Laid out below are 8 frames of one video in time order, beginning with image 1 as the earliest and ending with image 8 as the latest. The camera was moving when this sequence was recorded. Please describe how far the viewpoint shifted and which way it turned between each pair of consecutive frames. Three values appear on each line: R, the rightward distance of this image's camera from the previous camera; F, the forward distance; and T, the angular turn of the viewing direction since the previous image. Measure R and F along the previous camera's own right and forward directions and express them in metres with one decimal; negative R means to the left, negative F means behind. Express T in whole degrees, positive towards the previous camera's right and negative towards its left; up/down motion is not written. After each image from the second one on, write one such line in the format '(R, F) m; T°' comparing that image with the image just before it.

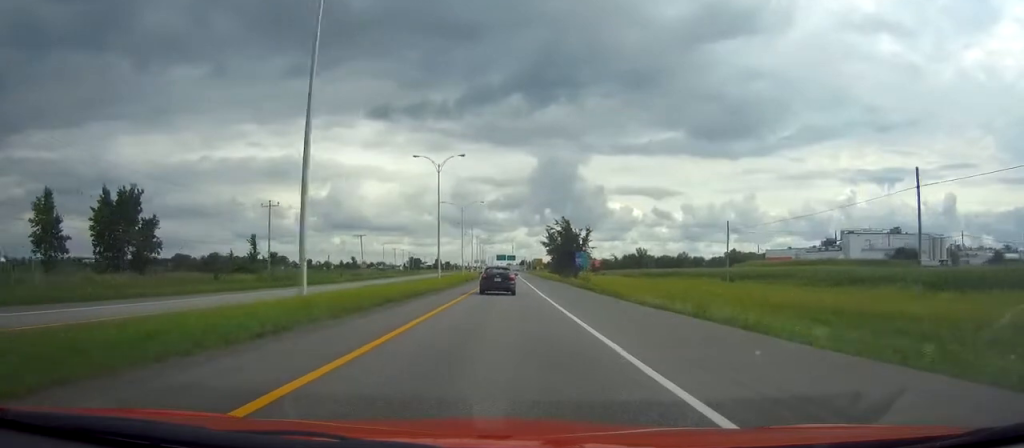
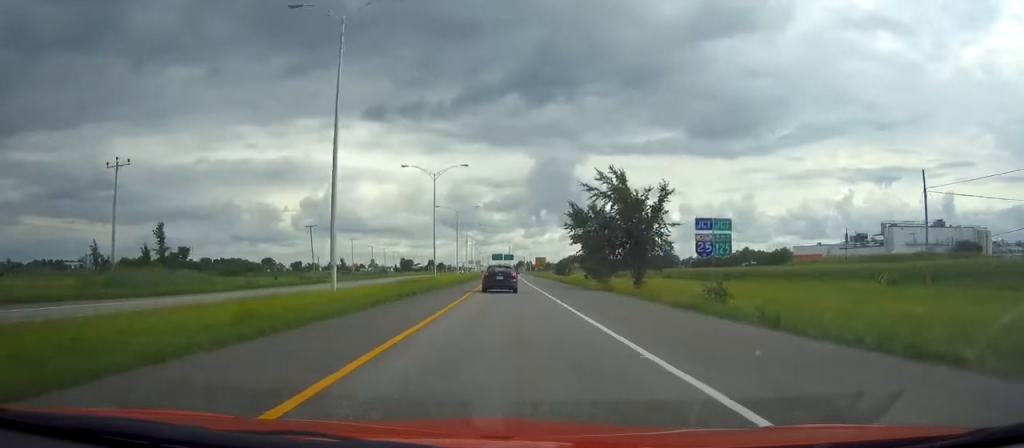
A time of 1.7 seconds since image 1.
(0.0, +43.3) m; 0°
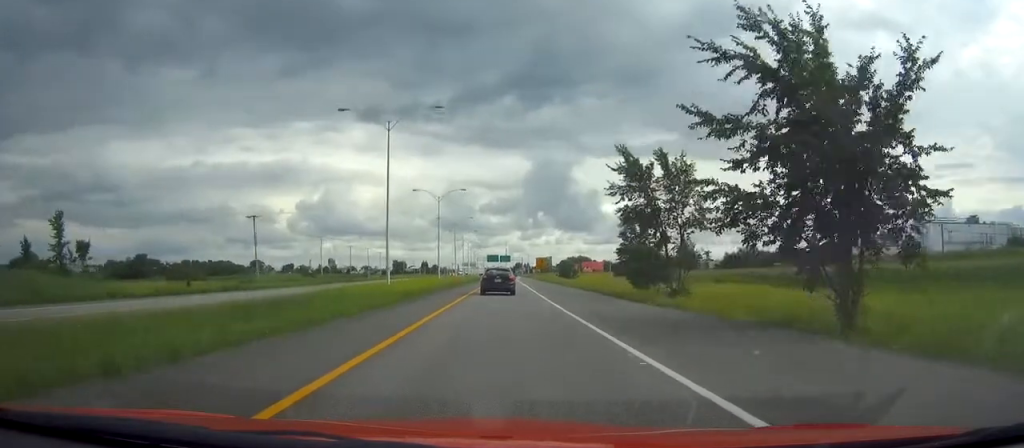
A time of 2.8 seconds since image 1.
(+0.1, +29.6) m; 0°
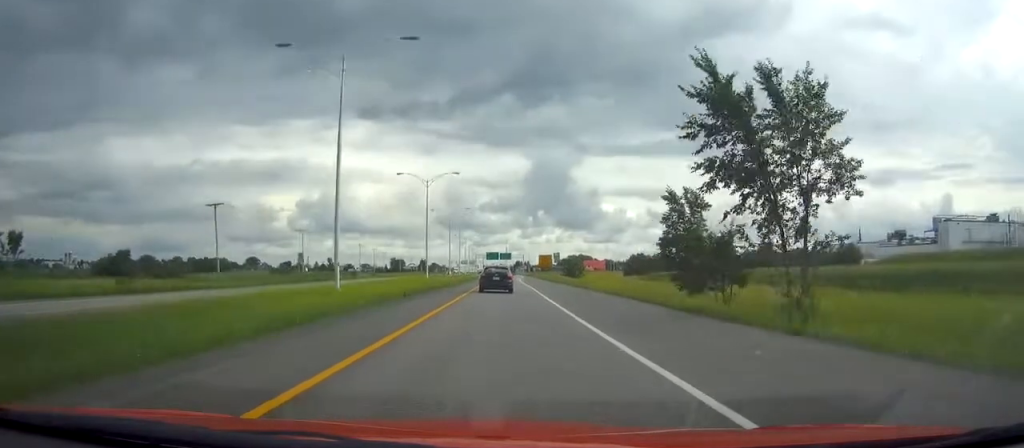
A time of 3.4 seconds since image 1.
(0.0, +15.0) m; 0°
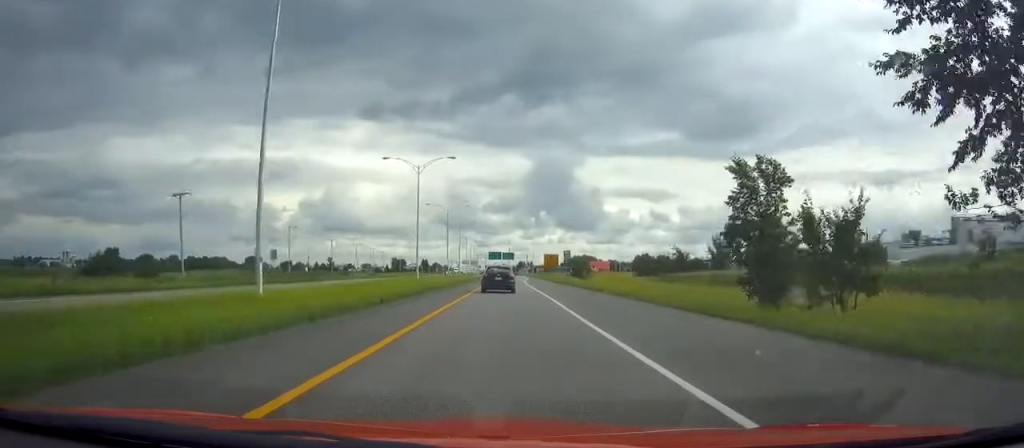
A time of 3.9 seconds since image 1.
(0.0, +11.6) m; 0°
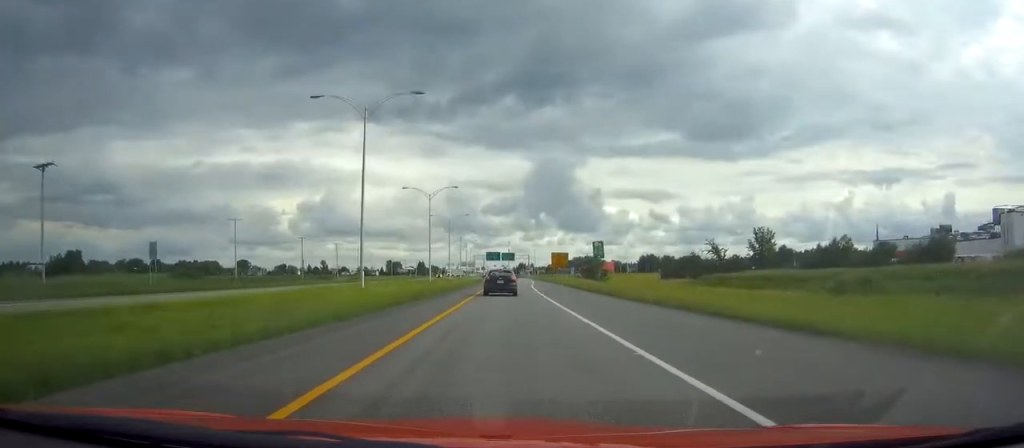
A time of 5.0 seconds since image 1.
(0.0, +28.1) m; 0°
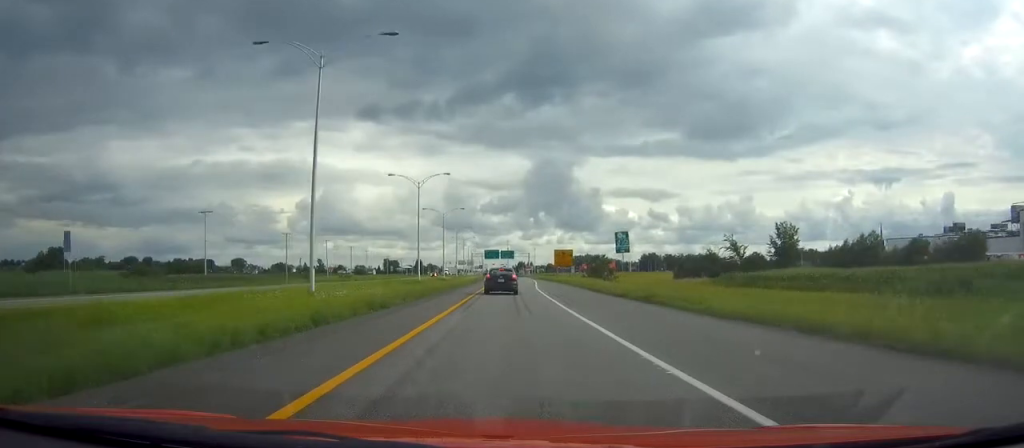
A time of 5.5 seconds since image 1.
(0.0, +11.5) m; 0°
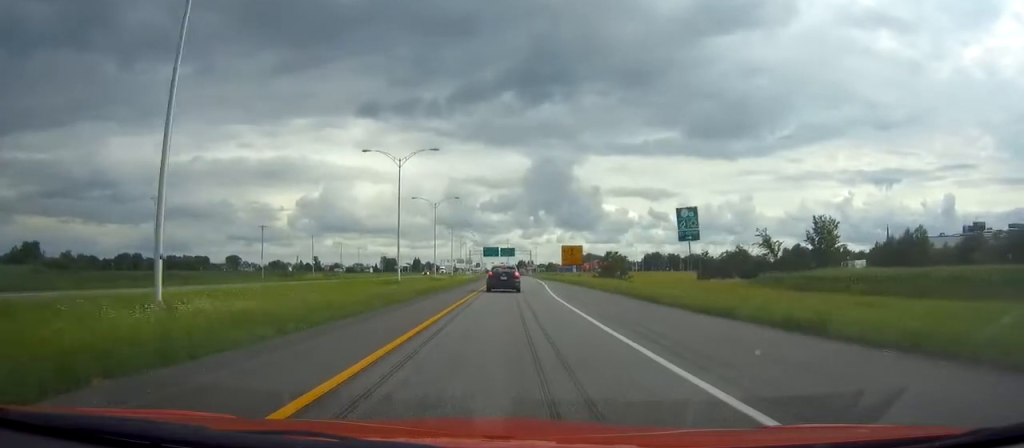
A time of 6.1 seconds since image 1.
(0.0, +15.6) m; 0°
